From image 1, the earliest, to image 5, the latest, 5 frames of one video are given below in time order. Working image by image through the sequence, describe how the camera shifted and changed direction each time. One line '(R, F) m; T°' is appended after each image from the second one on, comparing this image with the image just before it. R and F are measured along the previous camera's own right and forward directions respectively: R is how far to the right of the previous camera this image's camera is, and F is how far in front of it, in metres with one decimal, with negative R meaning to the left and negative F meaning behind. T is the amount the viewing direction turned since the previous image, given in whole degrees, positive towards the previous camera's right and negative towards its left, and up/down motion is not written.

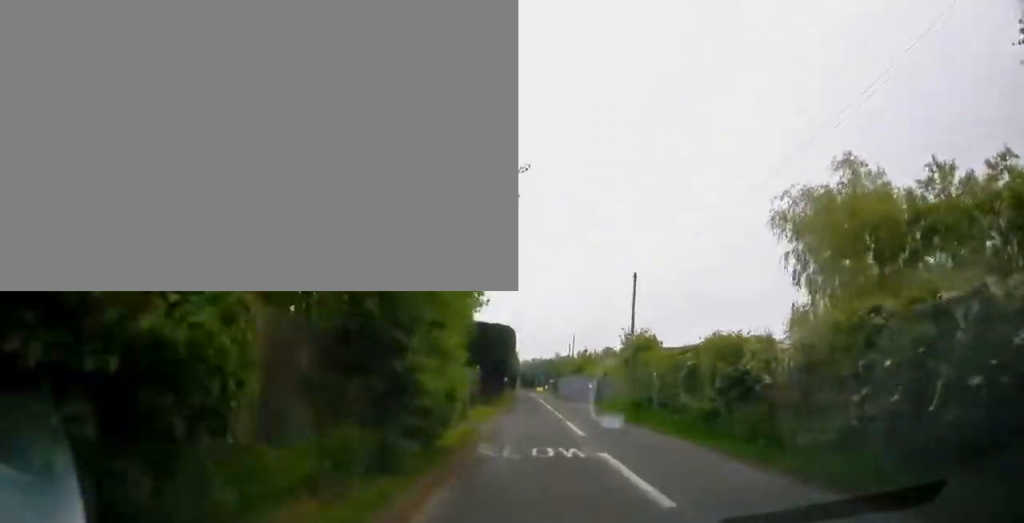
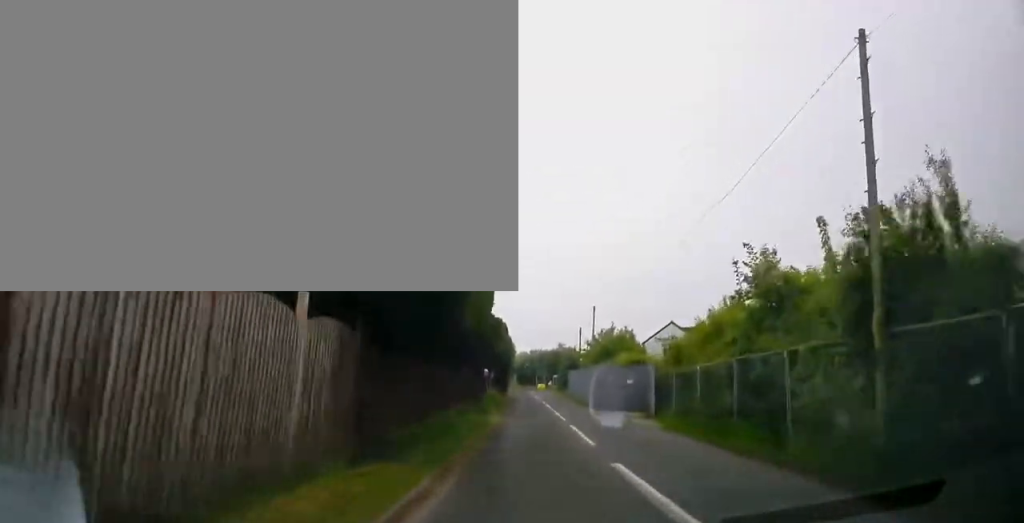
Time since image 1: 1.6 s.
(+0.4, +20.9) m; +2°
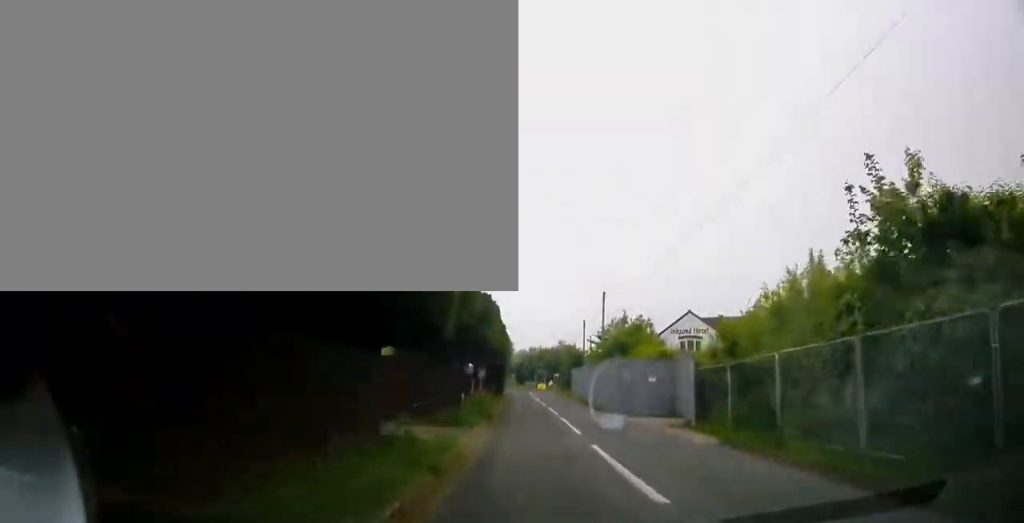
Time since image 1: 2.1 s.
(0.0, +6.3) m; +1°
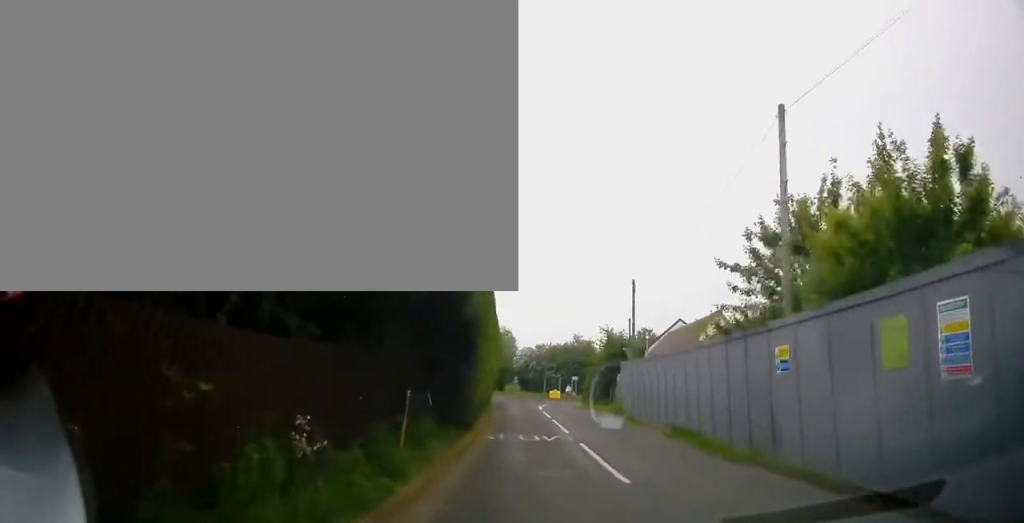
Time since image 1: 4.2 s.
(-0.5, +25.5) m; -4°
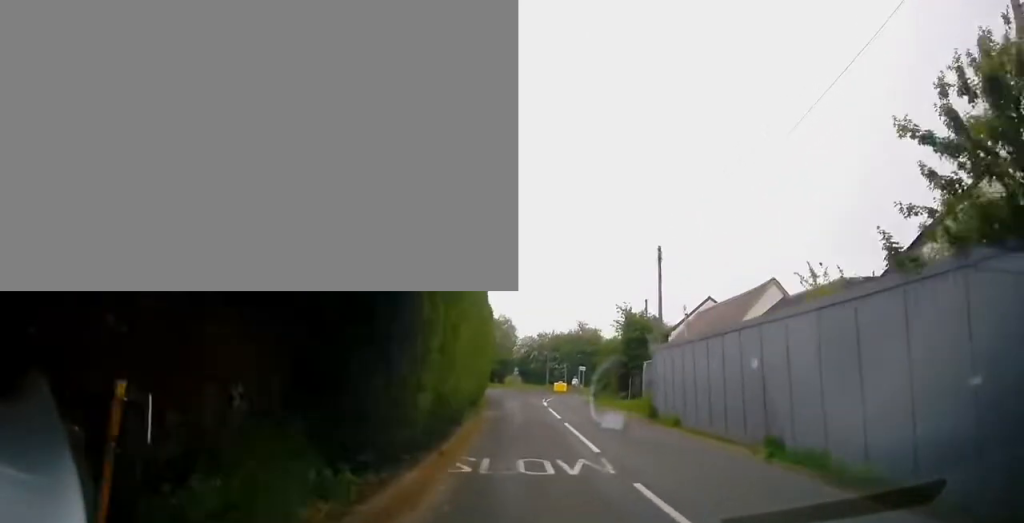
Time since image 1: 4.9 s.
(0.0, +7.1) m; -1°
